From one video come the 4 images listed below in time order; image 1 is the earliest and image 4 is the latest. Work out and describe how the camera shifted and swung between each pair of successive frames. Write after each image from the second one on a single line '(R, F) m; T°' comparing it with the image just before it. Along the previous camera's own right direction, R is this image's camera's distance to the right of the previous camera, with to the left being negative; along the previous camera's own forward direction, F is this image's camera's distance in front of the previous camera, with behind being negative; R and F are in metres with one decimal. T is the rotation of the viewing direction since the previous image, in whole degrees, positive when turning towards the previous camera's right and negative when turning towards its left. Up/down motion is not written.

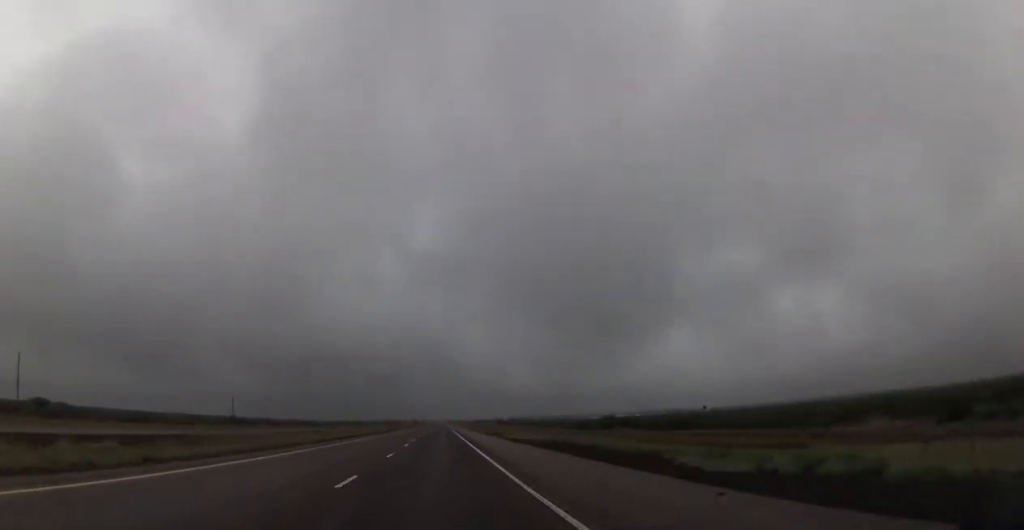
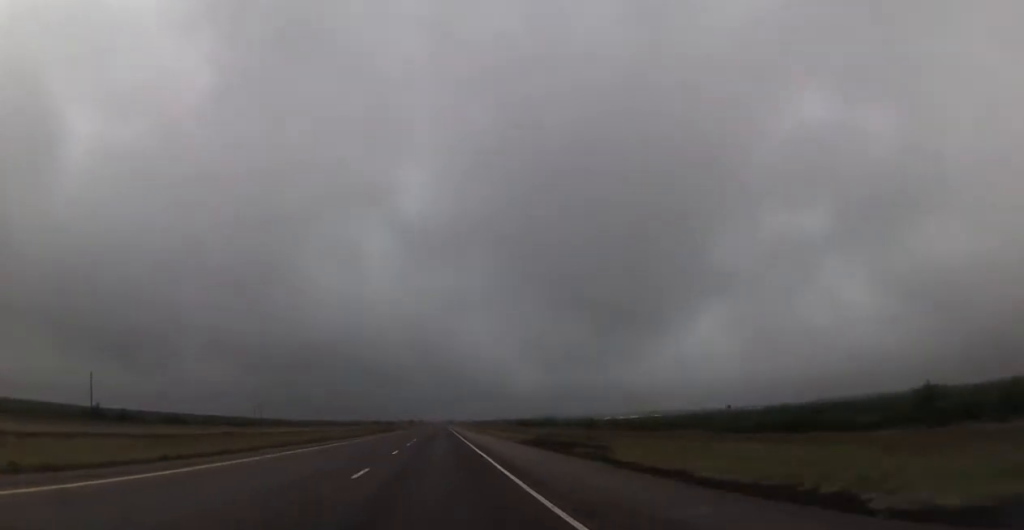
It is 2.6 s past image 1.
(+0.5, +95.7) m; 0°
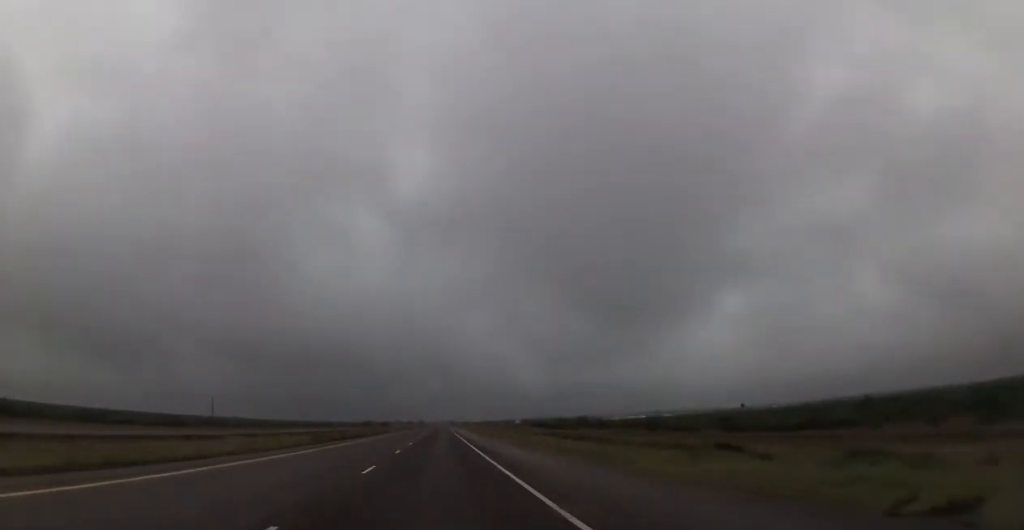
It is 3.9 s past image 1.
(-0.3, +47.2) m; 0°
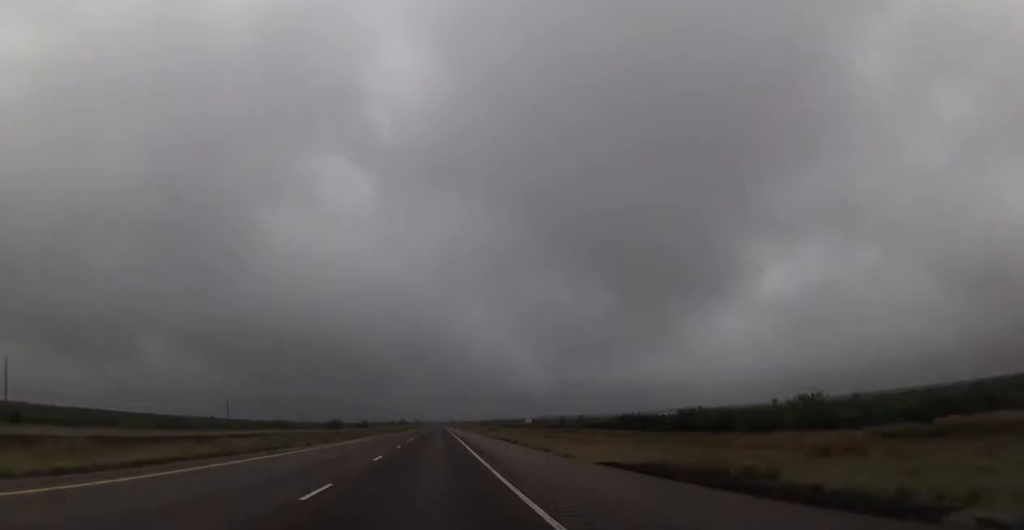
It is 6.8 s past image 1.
(+0.8, +104.0) m; 0°
